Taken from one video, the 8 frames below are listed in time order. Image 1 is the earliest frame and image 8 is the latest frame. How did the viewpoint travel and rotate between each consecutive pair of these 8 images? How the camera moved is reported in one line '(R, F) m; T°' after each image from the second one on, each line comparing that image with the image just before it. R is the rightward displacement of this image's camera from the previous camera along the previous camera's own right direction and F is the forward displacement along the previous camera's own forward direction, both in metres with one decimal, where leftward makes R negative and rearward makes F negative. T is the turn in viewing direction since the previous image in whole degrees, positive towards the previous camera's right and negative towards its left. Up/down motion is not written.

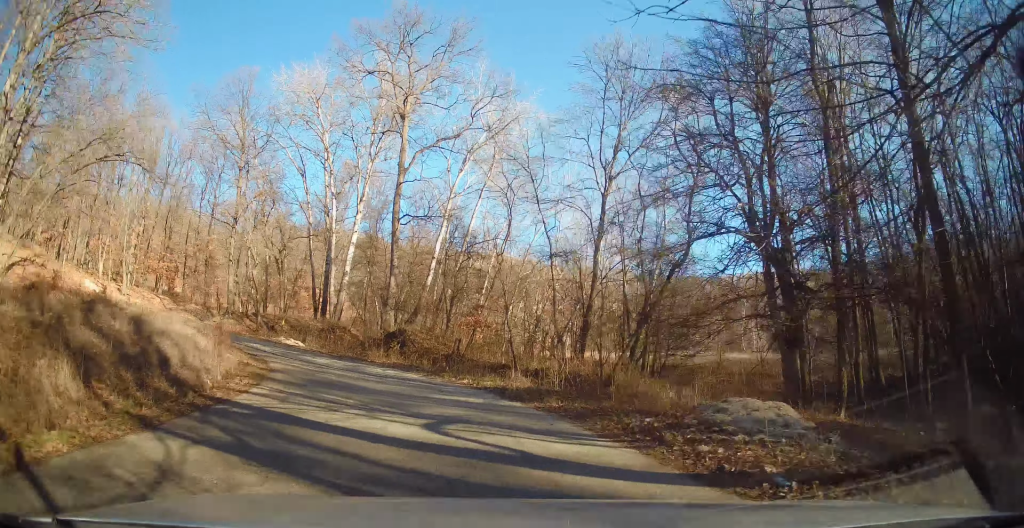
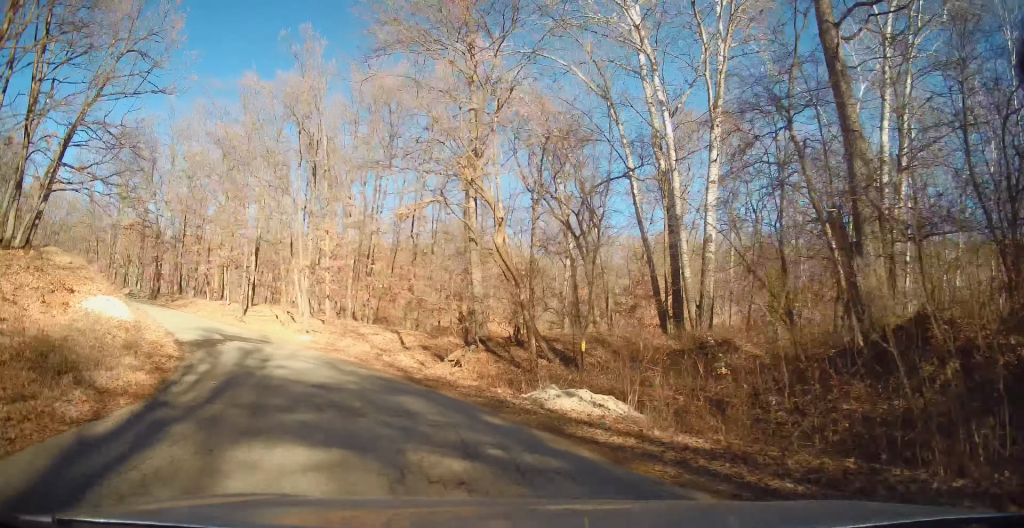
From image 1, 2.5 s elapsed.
(-4.7, +24.1) m; -35°
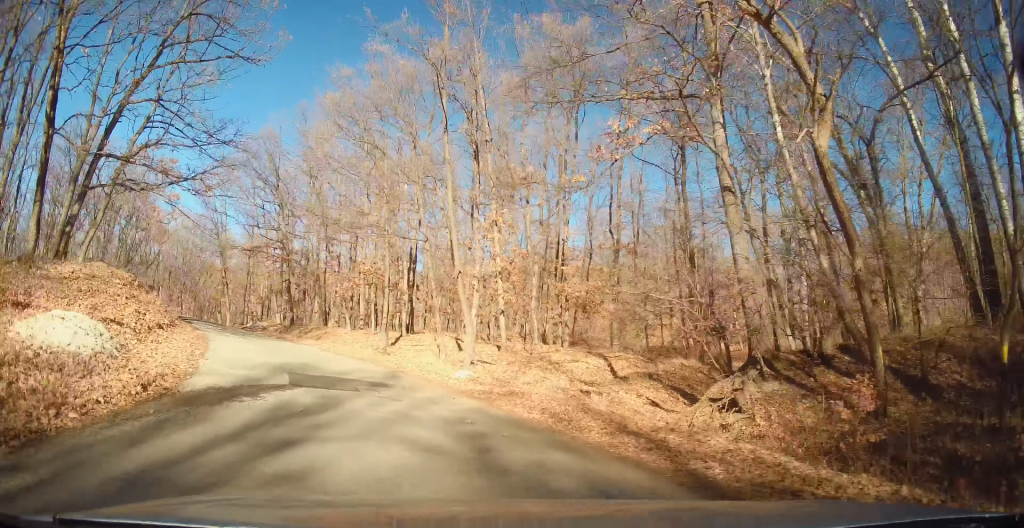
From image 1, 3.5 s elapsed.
(-2.0, +9.5) m; -20°
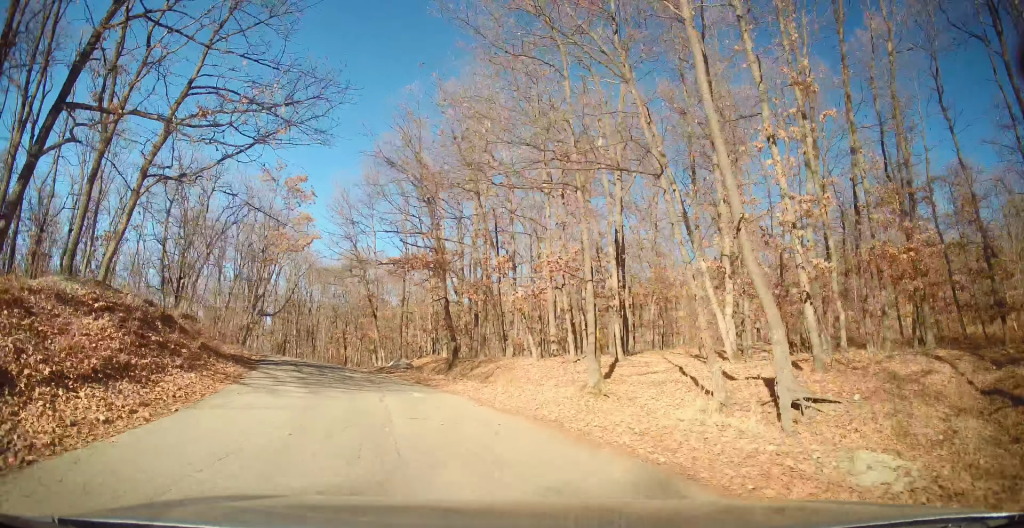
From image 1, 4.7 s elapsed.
(-1.9, +10.7) m; -19°
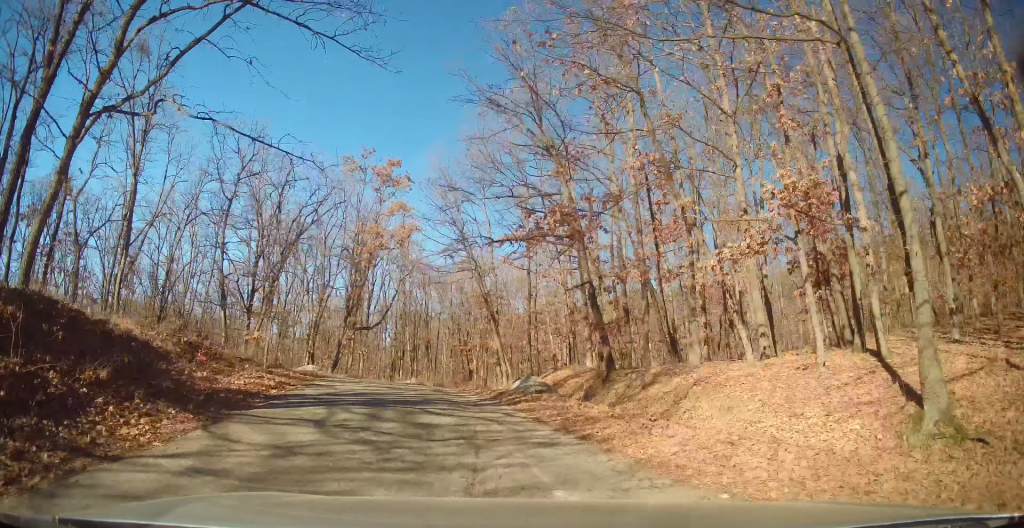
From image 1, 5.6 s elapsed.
(-1.1, +8.3) m; -14°
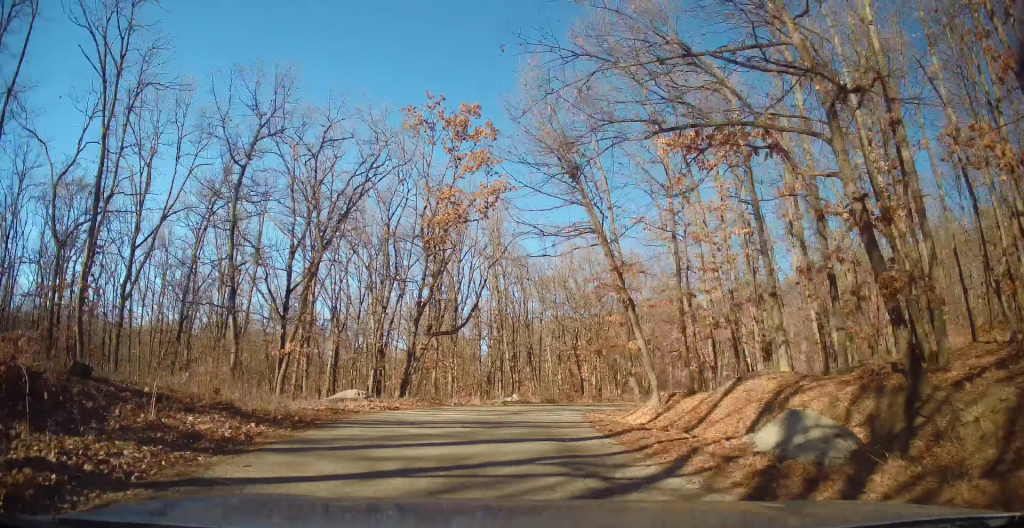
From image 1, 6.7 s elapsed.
(-1.2, +10.0) m; -10°
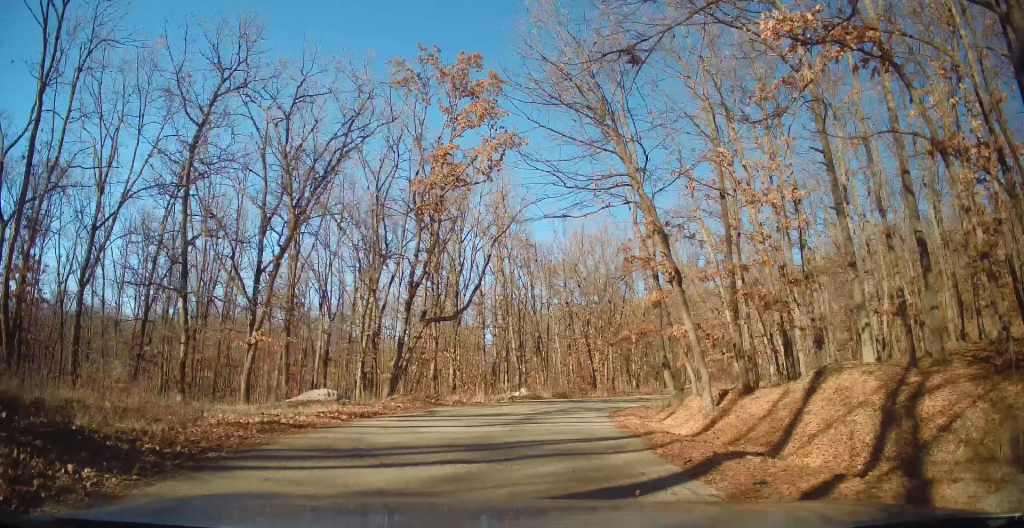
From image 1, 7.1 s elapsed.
(-0.3, +4.2) m; -2°
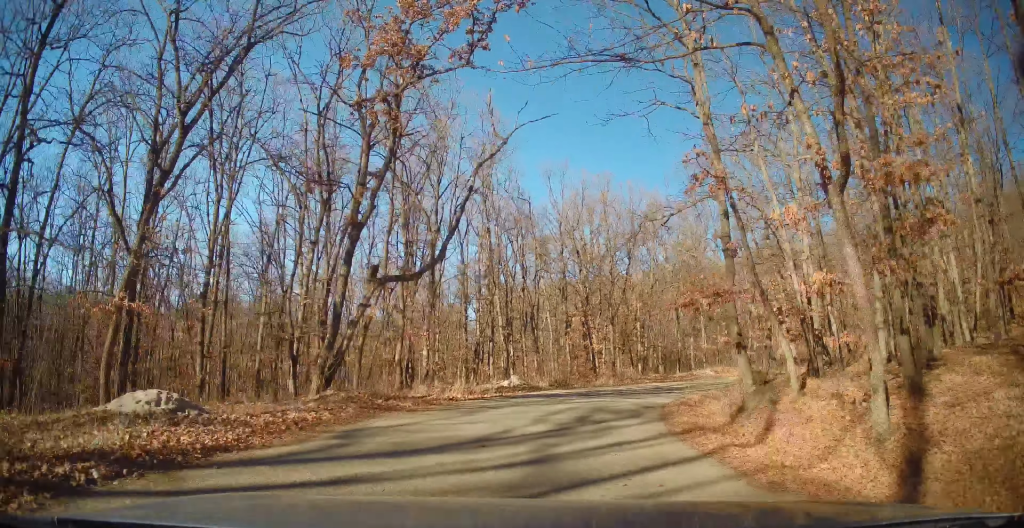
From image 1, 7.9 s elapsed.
(-0.2, +7.7) m; +1°
